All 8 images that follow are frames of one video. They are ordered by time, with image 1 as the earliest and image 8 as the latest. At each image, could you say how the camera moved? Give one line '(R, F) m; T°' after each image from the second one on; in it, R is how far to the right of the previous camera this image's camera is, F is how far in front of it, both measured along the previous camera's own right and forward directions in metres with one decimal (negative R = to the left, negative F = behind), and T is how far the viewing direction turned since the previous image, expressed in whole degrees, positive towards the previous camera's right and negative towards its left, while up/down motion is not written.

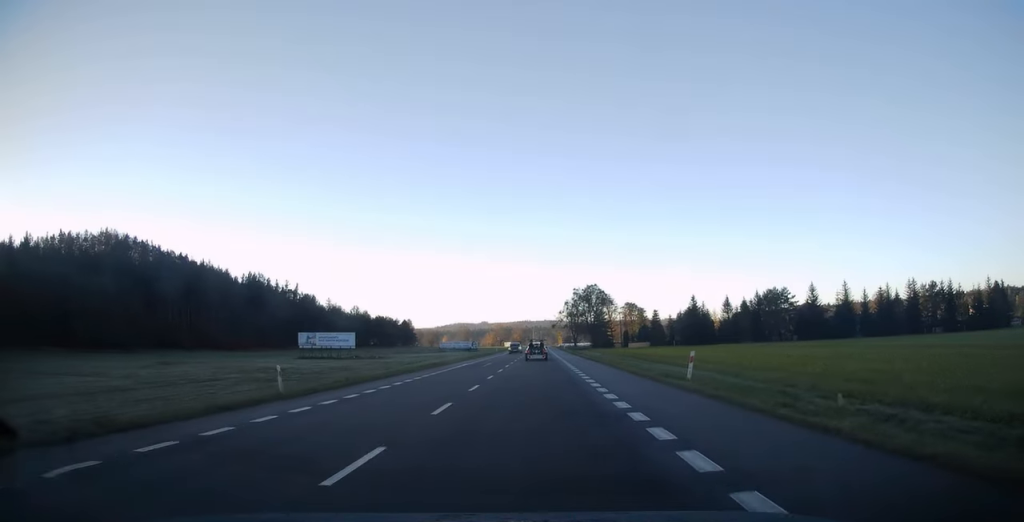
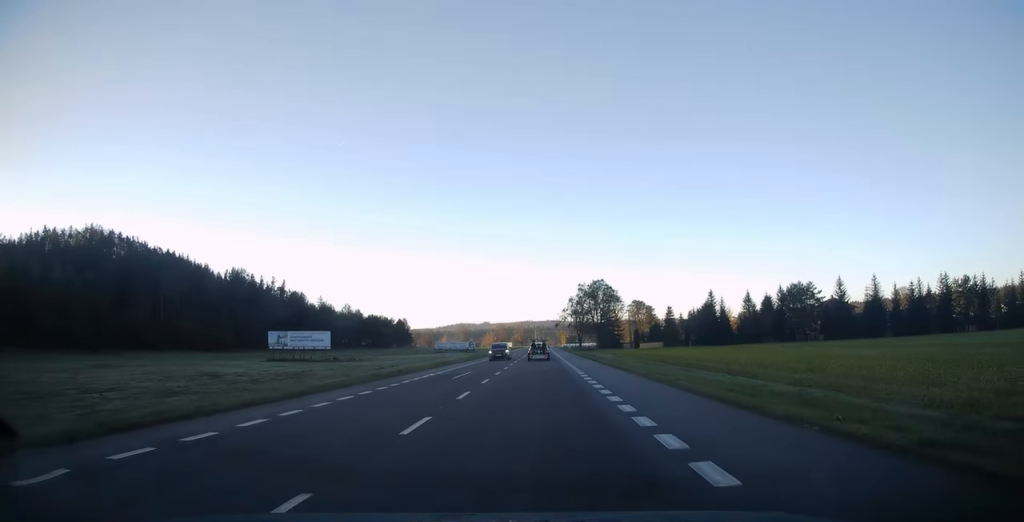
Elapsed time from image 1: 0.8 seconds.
(0.0, +14.7) m; 0°
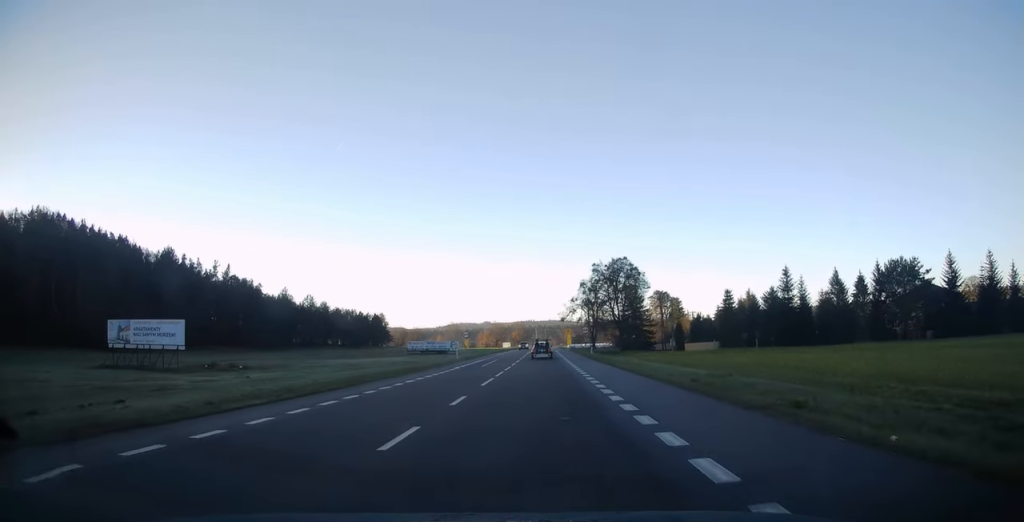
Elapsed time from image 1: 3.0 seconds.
(+0.2, +44.0) m; 0°
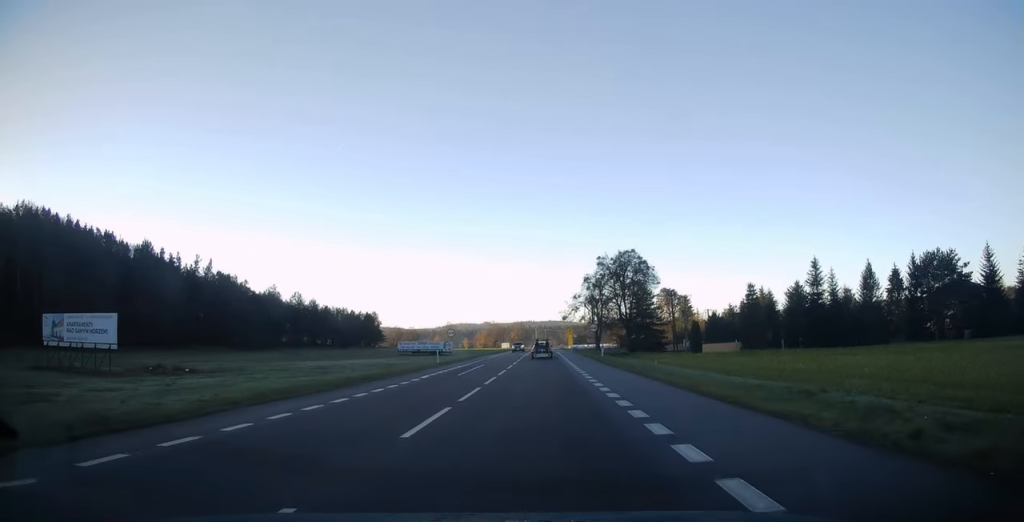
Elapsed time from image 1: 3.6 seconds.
(0.0, +11.0) m; 0°
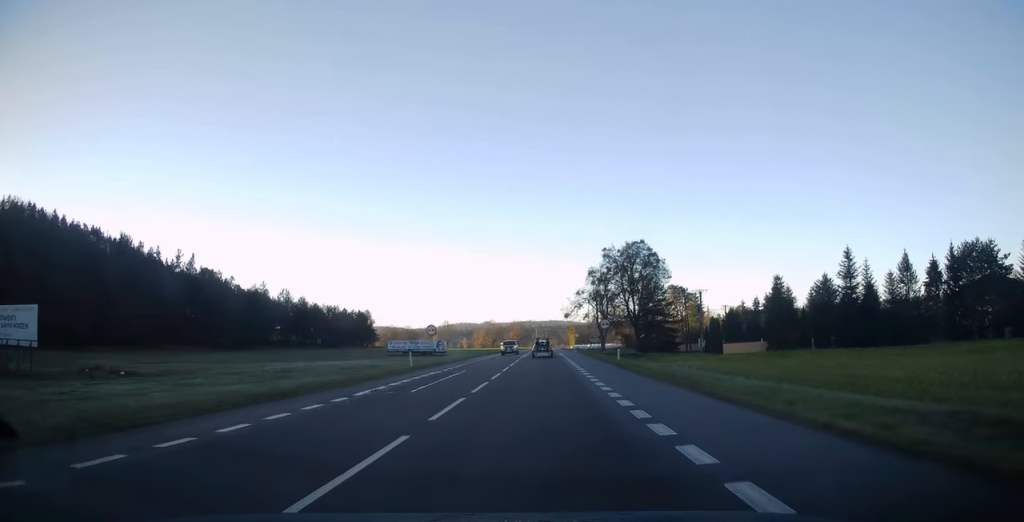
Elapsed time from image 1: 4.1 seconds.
(0.0, +10.1) m; 0°
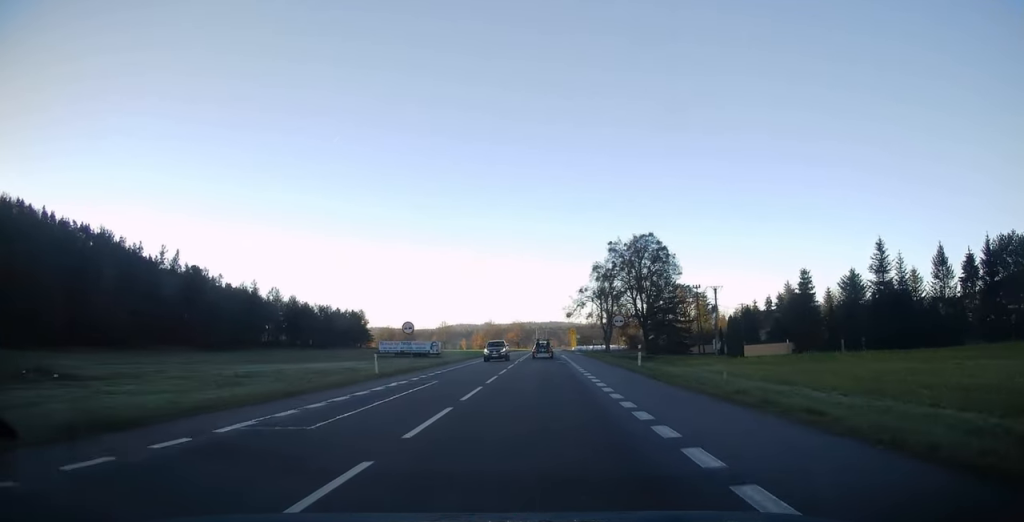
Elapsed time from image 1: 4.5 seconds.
(0.0, +8.1) m; 0°
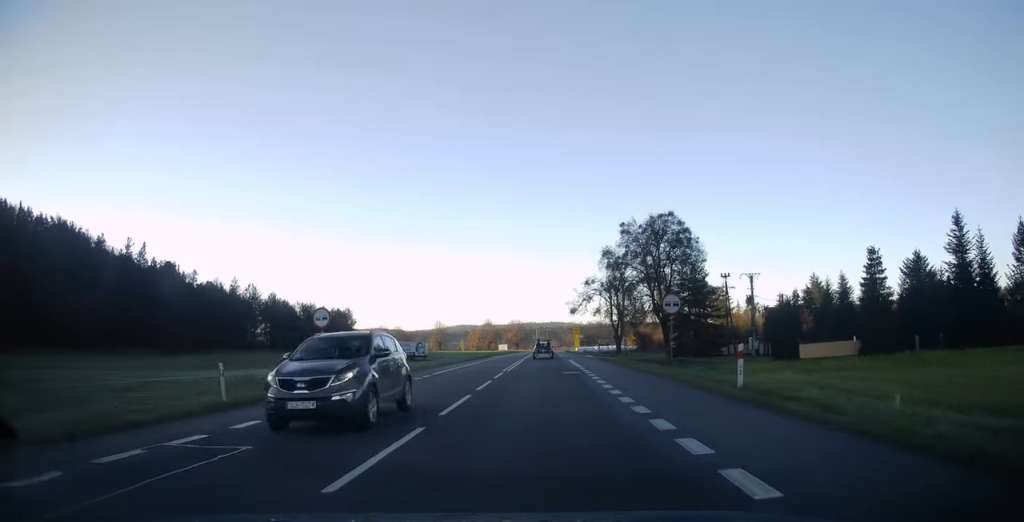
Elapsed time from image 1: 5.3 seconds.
(0.0, +15.3) m; 0°
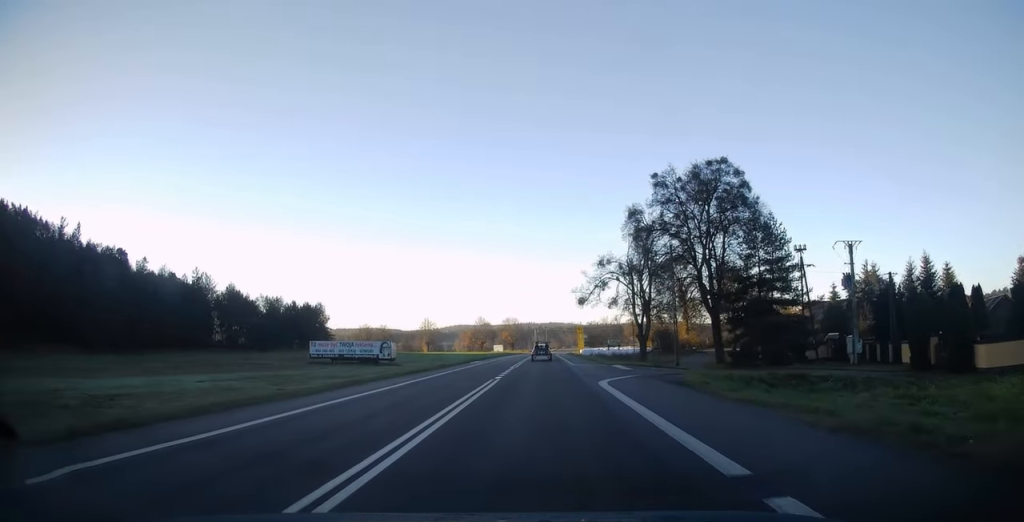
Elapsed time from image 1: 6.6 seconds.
(+0.1, +24.8) m; 0°
